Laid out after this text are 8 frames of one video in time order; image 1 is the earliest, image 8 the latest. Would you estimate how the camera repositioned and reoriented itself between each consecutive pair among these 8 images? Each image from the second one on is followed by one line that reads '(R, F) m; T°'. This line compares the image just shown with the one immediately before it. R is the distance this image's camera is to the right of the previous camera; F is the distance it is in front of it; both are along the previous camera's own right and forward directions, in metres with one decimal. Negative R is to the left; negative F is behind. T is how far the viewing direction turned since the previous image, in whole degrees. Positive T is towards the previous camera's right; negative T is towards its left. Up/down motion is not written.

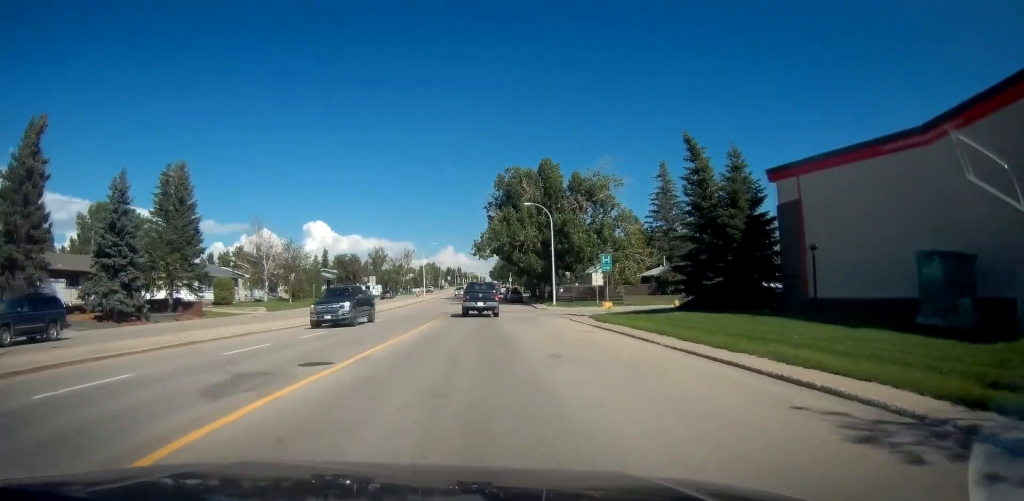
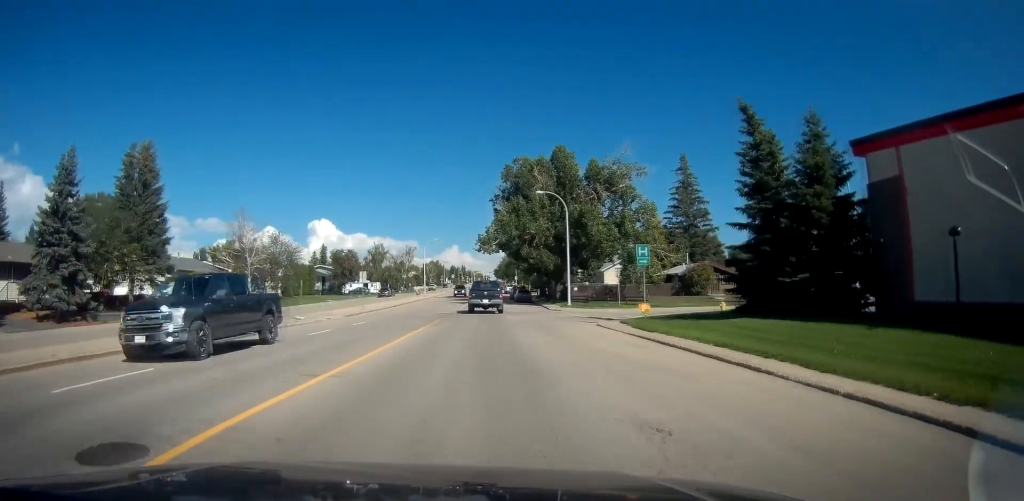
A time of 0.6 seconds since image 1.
(0.0, +6.4) m; 0°
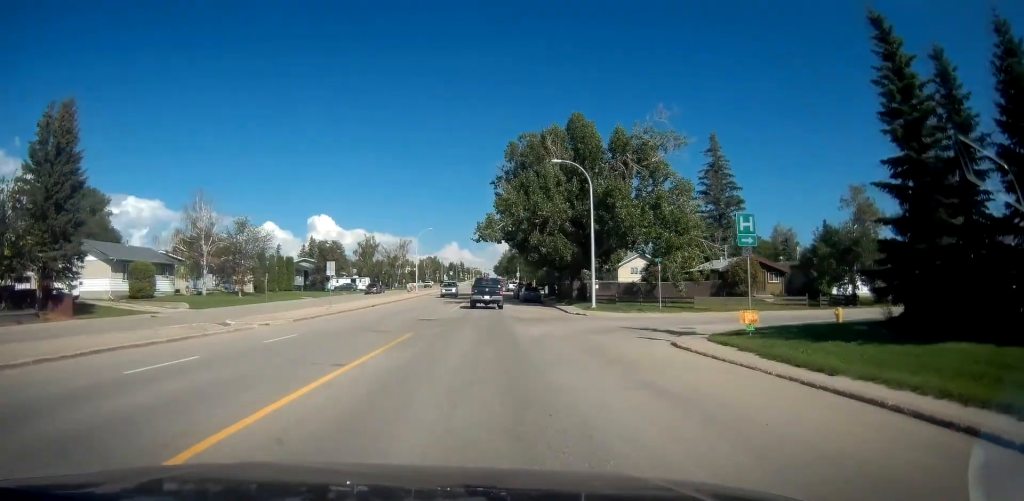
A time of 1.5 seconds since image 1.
(0.0, +10.4) m; 0°
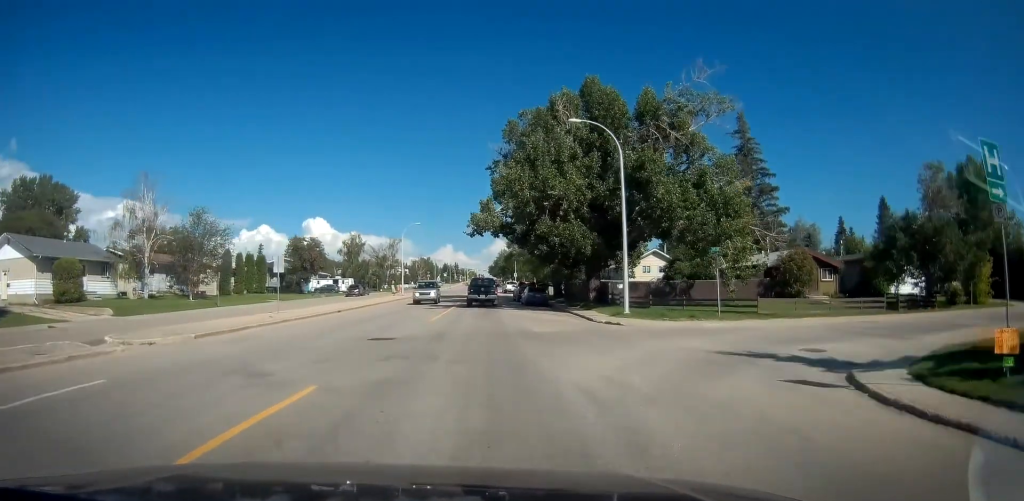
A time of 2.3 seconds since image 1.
(0.0, +9.5) m; 0°
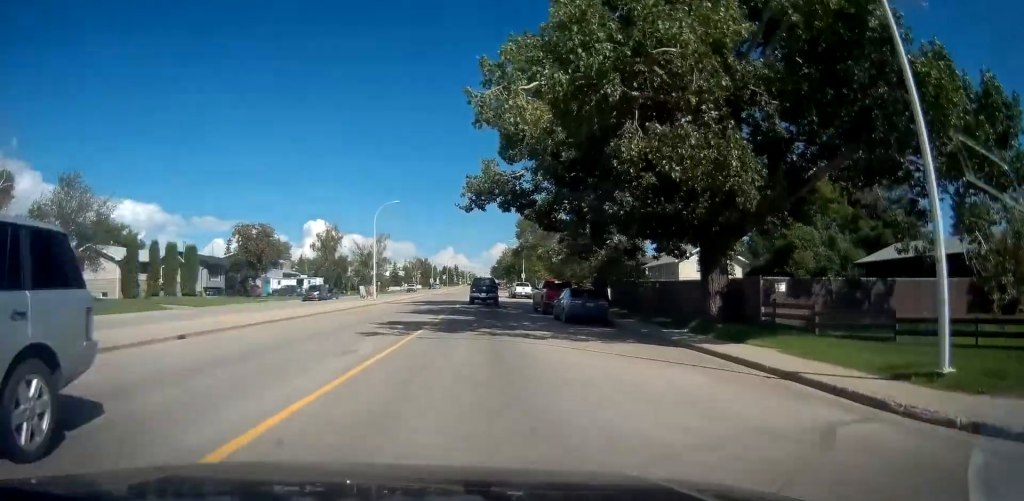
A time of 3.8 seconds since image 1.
(0.0, +20.1) m; -1°
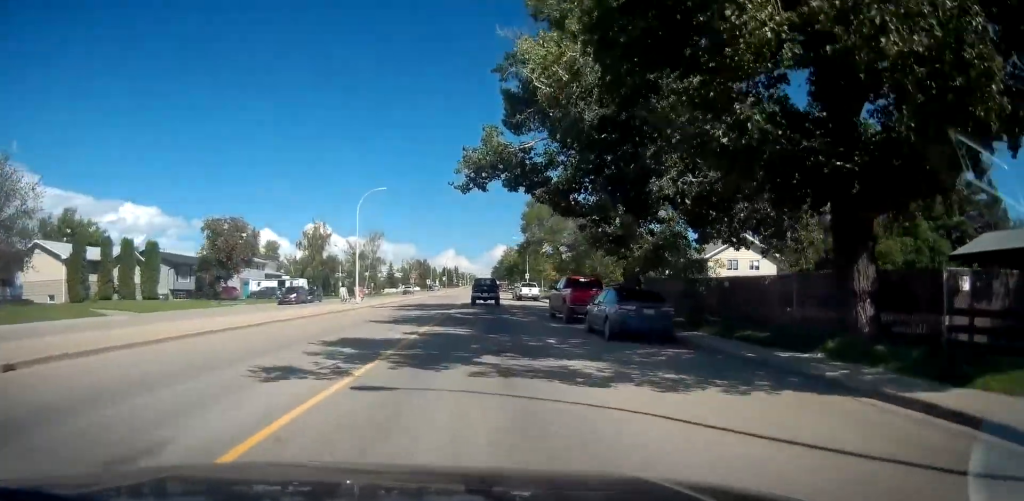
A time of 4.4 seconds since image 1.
(+0.1, +7.8) m; -1°
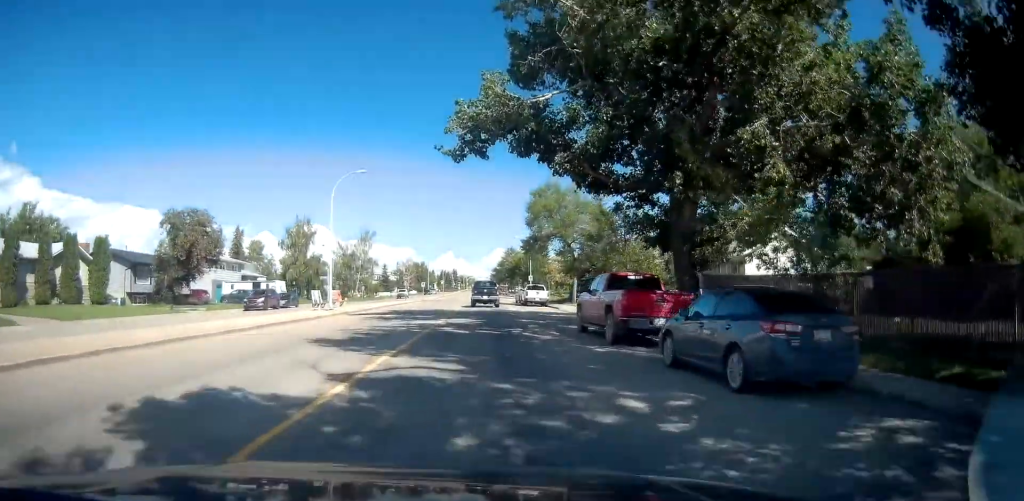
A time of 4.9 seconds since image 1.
(-0.2, +8.0) m; 0°
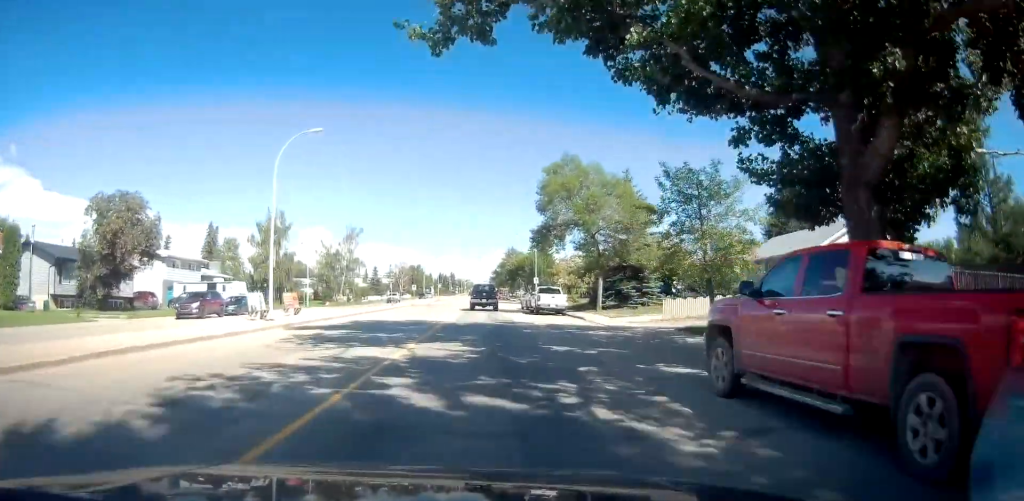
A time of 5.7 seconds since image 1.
(-0.1, +11.0) m; 0°
